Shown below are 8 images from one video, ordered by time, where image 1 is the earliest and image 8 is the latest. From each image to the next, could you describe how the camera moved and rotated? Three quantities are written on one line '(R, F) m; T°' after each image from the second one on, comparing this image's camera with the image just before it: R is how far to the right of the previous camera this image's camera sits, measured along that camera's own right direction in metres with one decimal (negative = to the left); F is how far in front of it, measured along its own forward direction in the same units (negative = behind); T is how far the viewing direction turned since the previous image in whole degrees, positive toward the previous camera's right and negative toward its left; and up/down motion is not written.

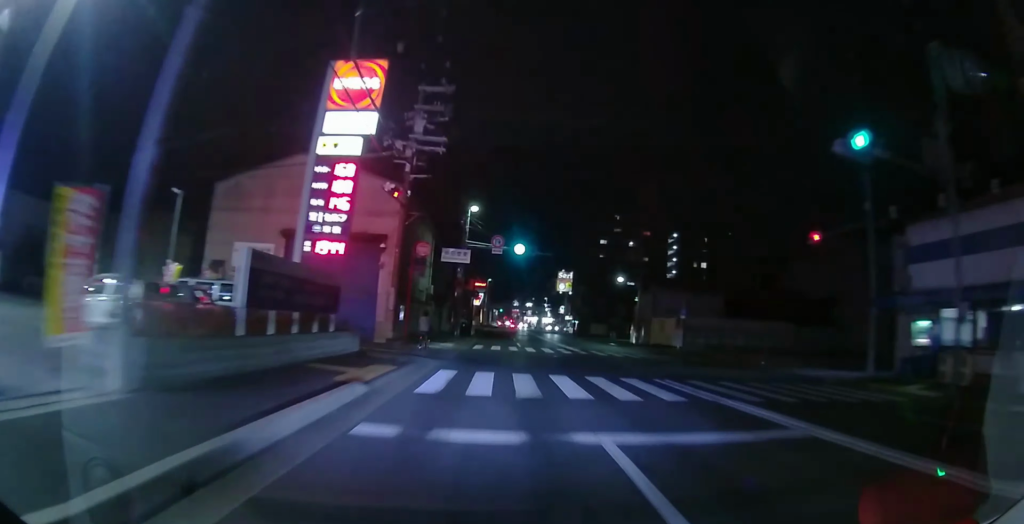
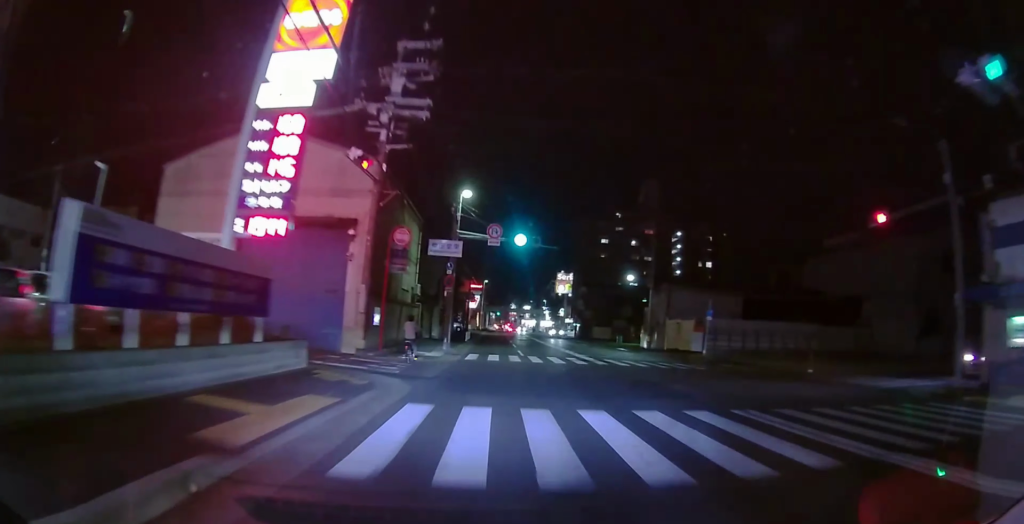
(0.0, +4.6) m; 0°
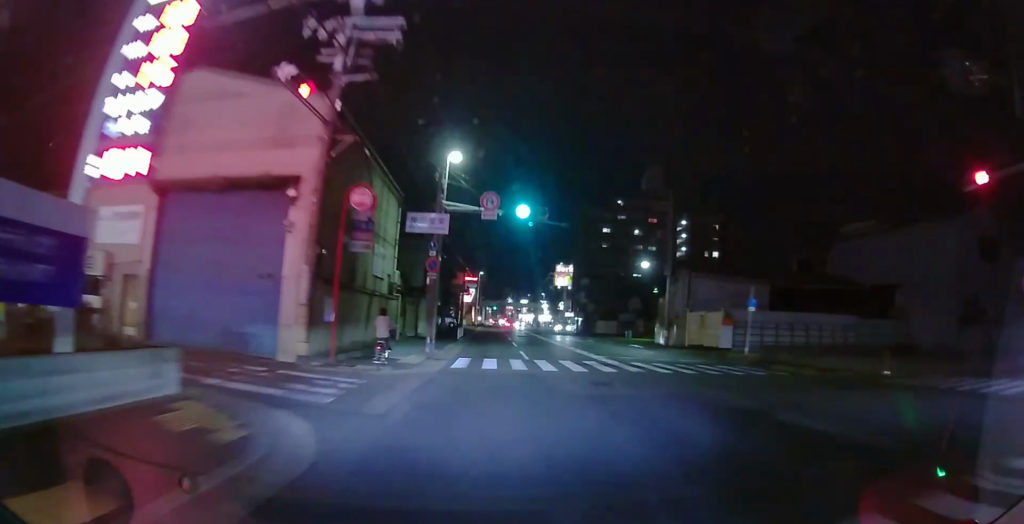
(0.0, +5.6) m; +1°
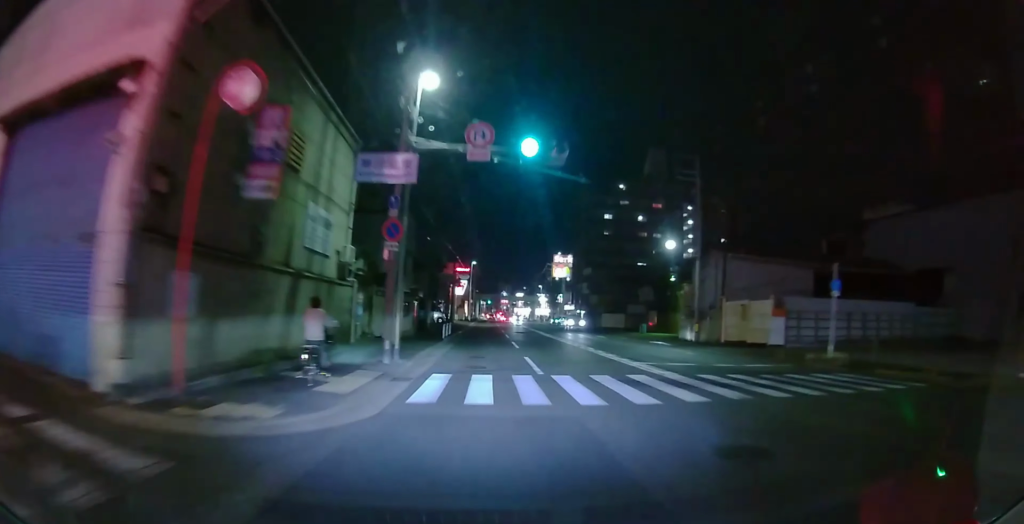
(0.0, +7.0) m; +1°
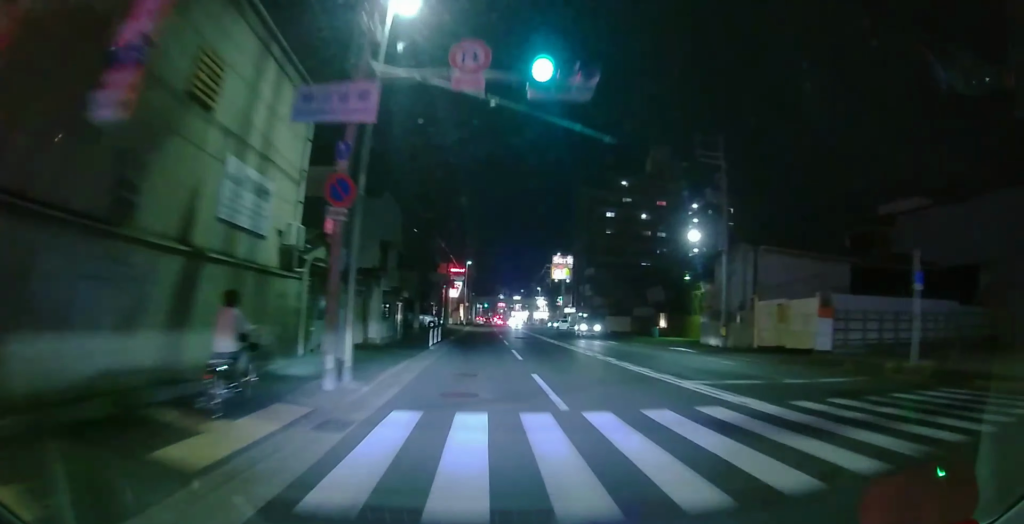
(+0.1, +4.4) m; 0°
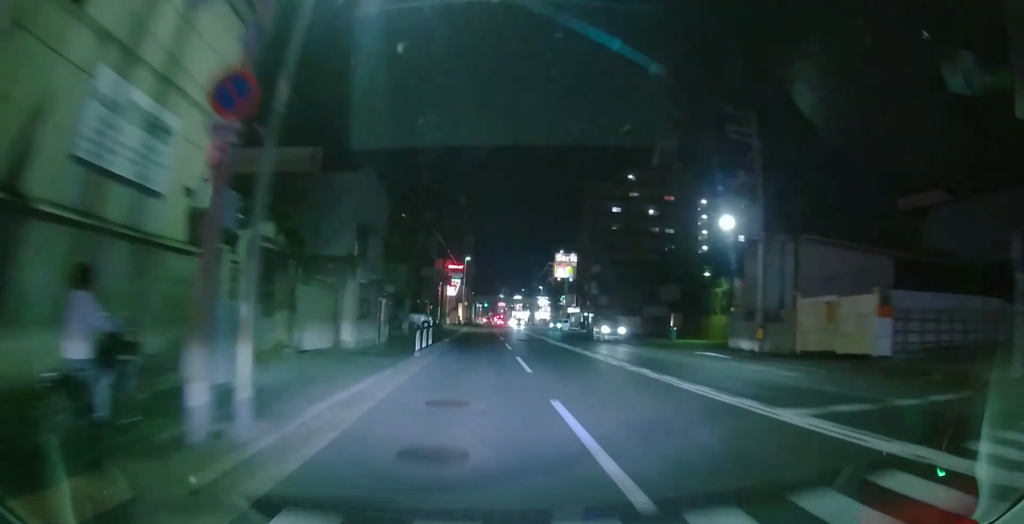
(0.0, +4.1) m; 0°
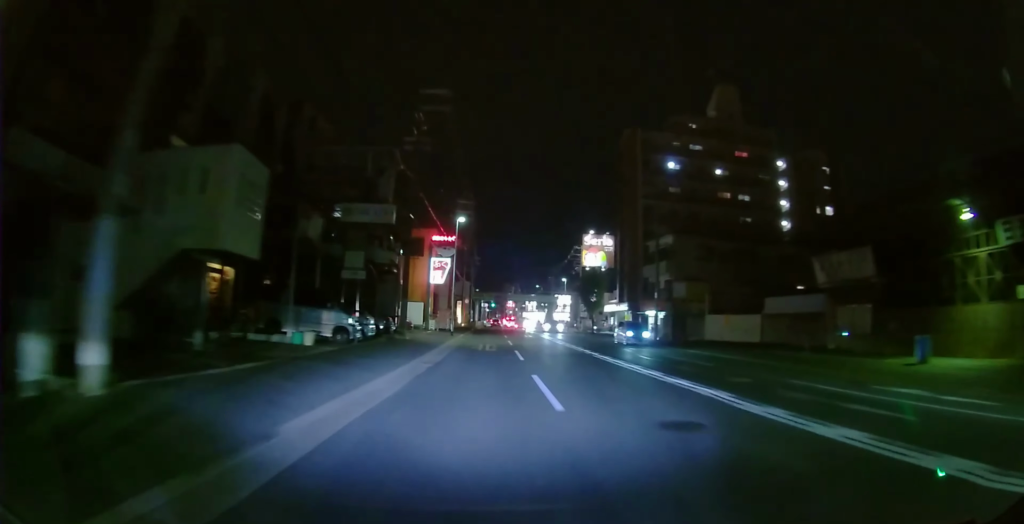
(0.0, +25.2) m; 0°
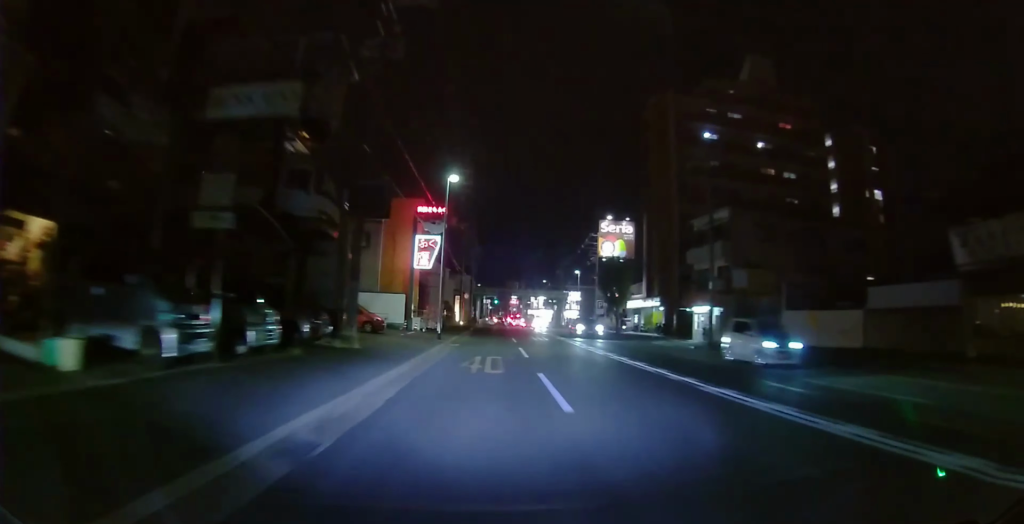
(0.0, +10.5) m; 0°
